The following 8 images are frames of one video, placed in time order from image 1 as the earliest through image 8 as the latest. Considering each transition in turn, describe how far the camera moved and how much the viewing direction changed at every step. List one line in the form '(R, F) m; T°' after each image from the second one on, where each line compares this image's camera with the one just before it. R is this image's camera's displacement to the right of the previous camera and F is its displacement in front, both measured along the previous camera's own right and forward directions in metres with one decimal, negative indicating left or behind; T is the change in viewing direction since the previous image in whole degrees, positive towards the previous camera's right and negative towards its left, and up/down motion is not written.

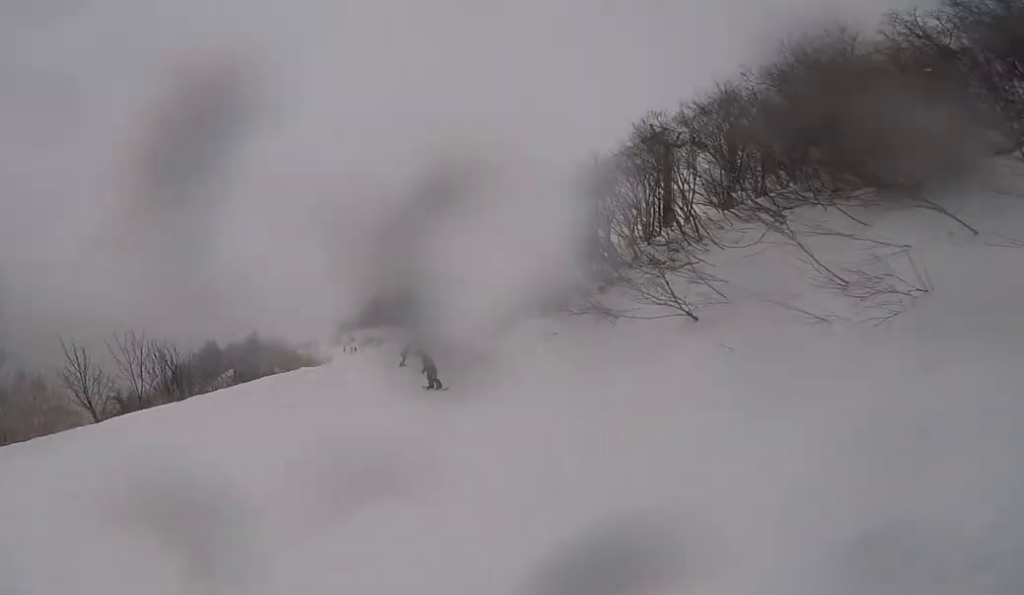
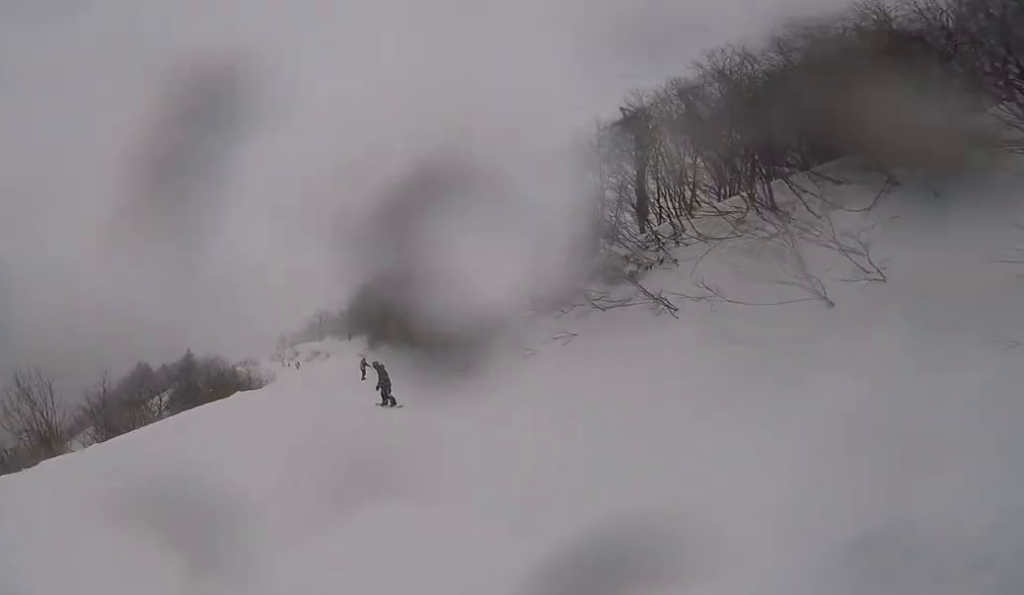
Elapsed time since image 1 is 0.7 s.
(-0.3, +5.2) m; -1°
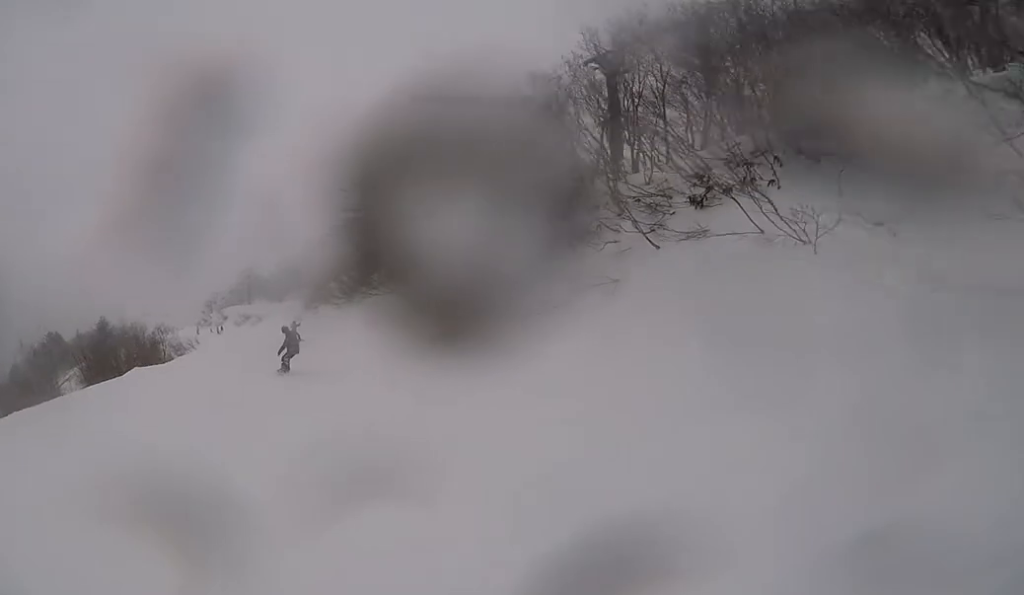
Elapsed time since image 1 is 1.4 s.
(+0.5, +5.3) m; +4°
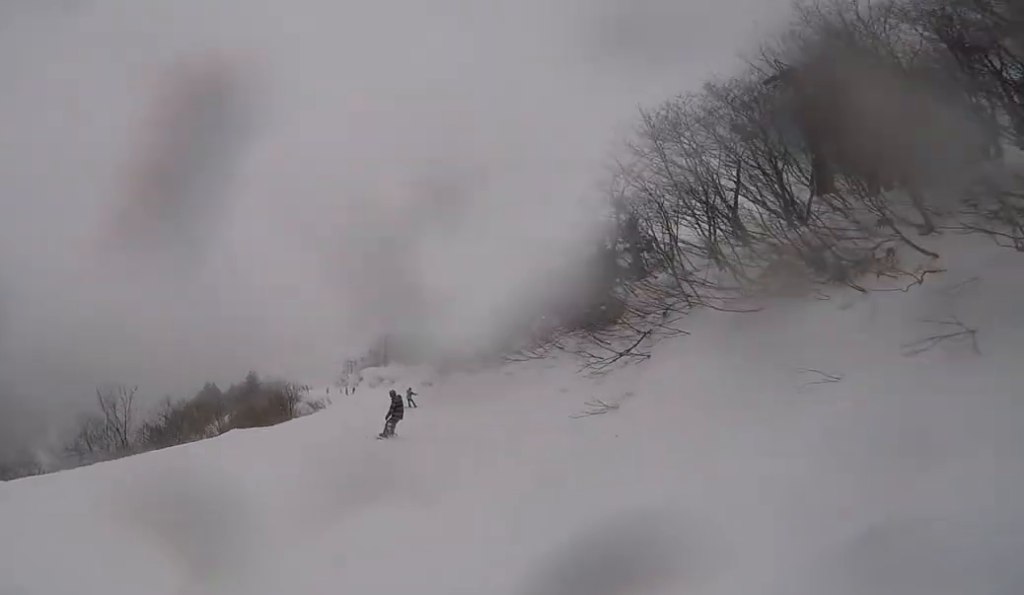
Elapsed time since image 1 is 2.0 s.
(-0.2, +4.1) m; 0°
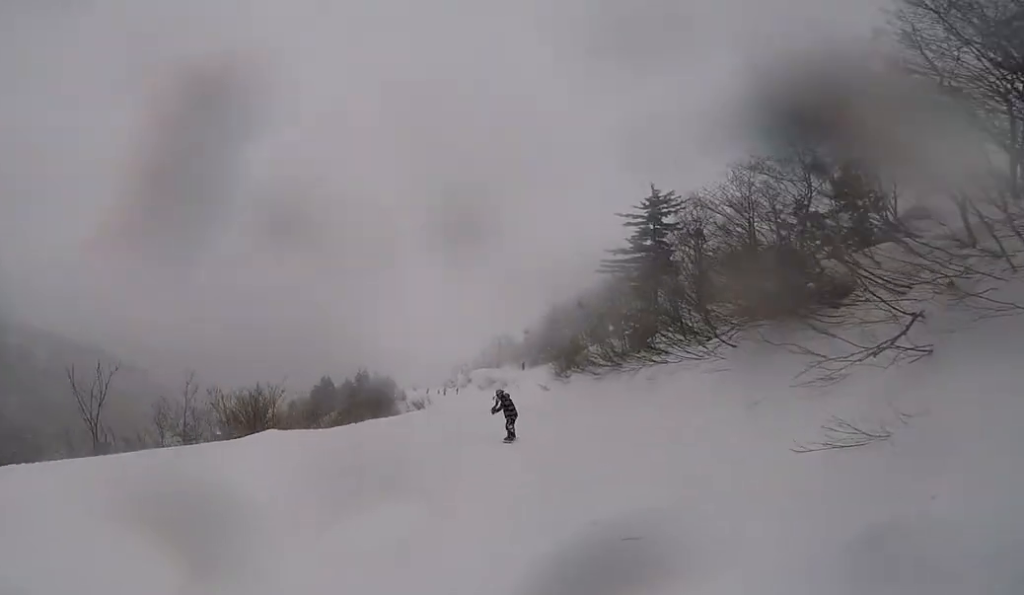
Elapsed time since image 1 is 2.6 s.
(-0.1, +4.9) m; +1°
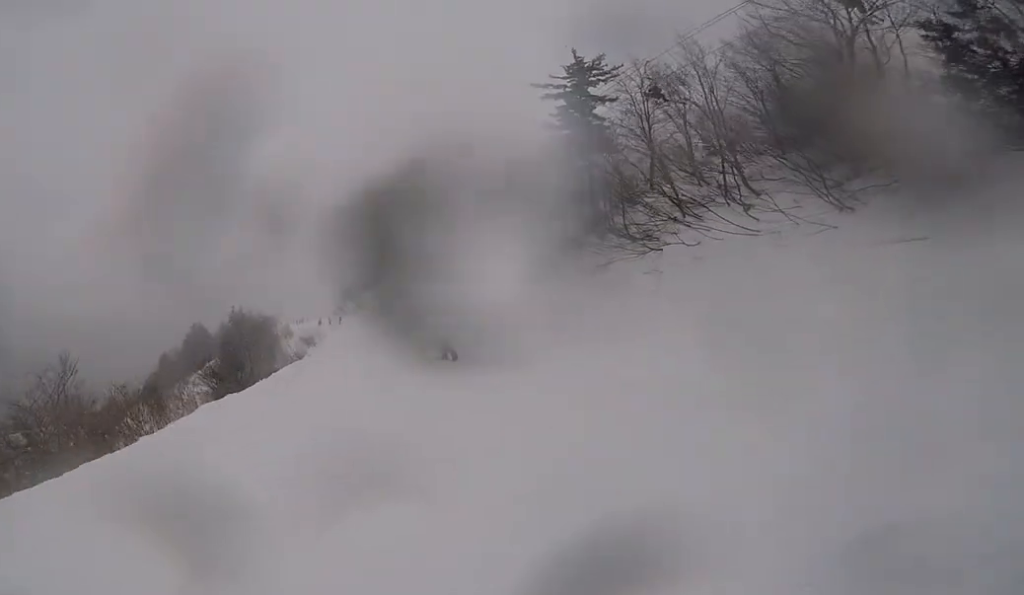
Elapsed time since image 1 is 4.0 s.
(+0.3, +9.6) m; -4°
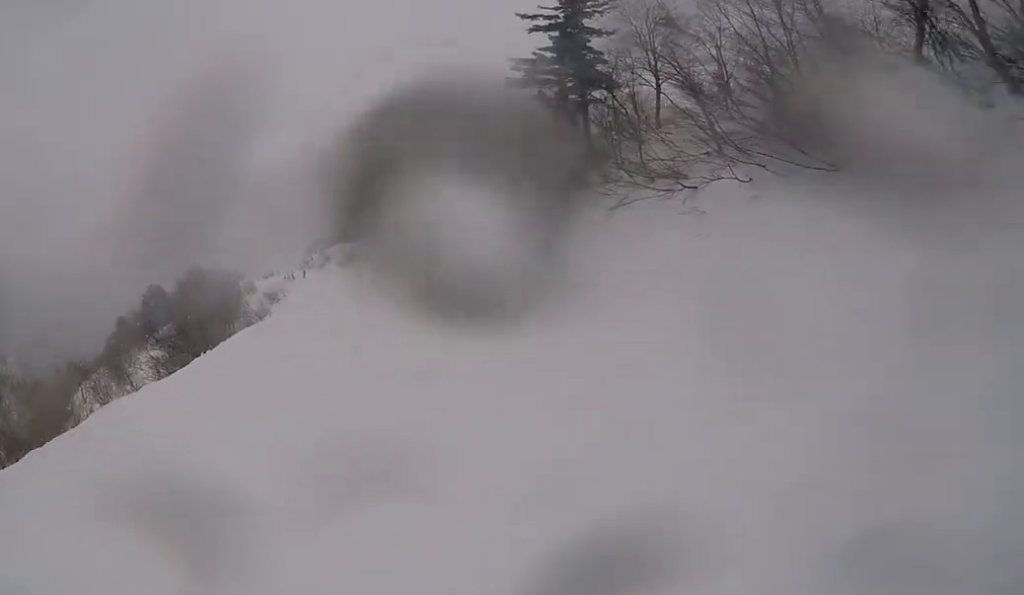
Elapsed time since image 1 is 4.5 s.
(+0.1, +3.1) m; -3°
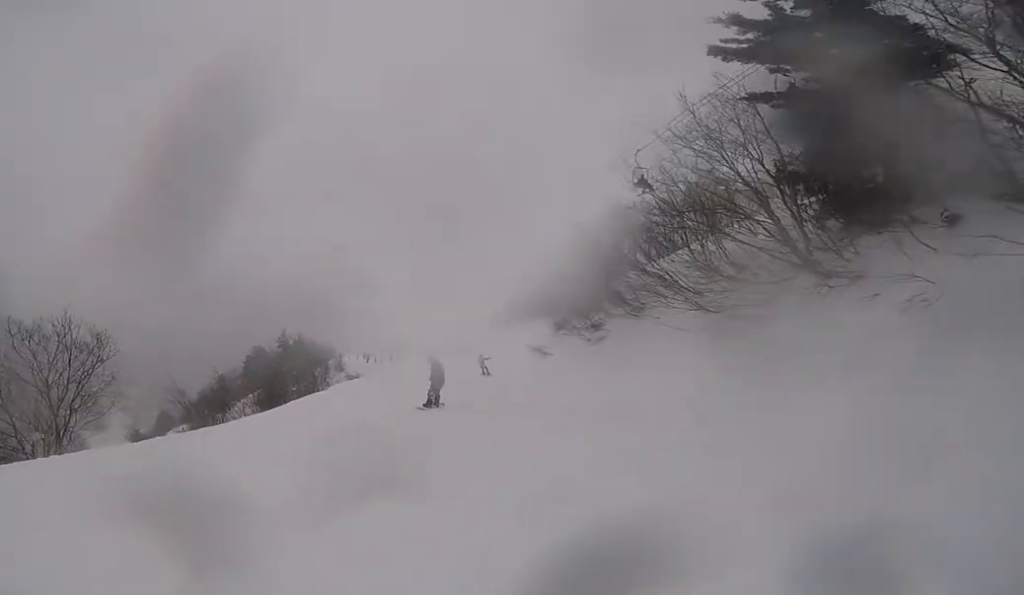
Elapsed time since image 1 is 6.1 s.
(+0.8, +11.1) m; +13°
